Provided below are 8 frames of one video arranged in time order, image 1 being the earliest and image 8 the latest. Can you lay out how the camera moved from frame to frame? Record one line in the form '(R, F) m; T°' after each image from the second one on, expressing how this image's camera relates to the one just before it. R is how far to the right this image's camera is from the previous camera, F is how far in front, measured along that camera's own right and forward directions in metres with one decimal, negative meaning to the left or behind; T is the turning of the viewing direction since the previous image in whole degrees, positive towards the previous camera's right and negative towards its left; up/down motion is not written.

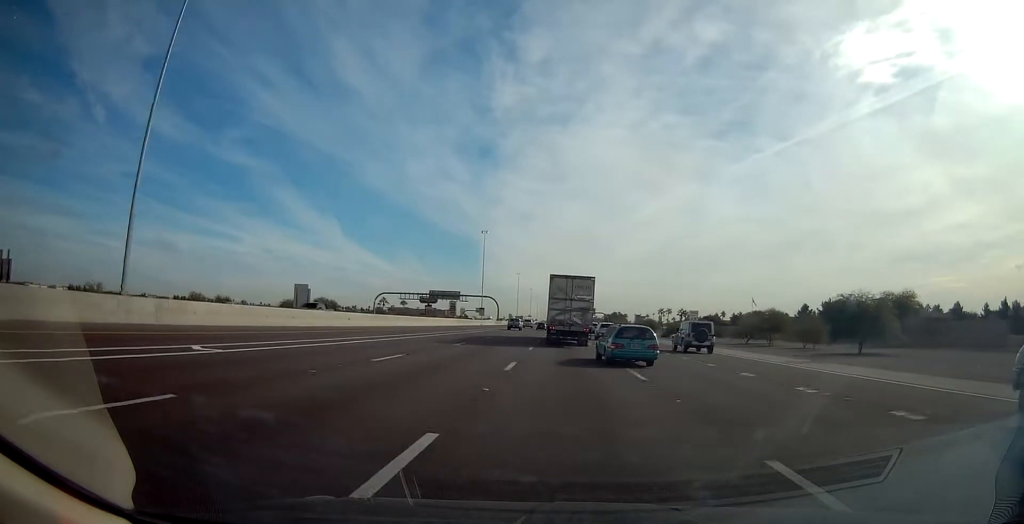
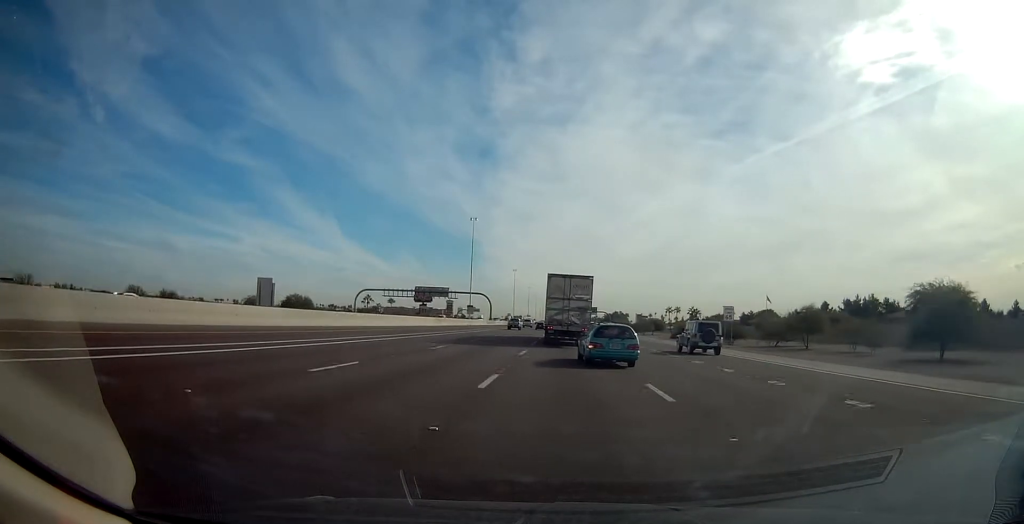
(-0.5, +16.0) m; +1°
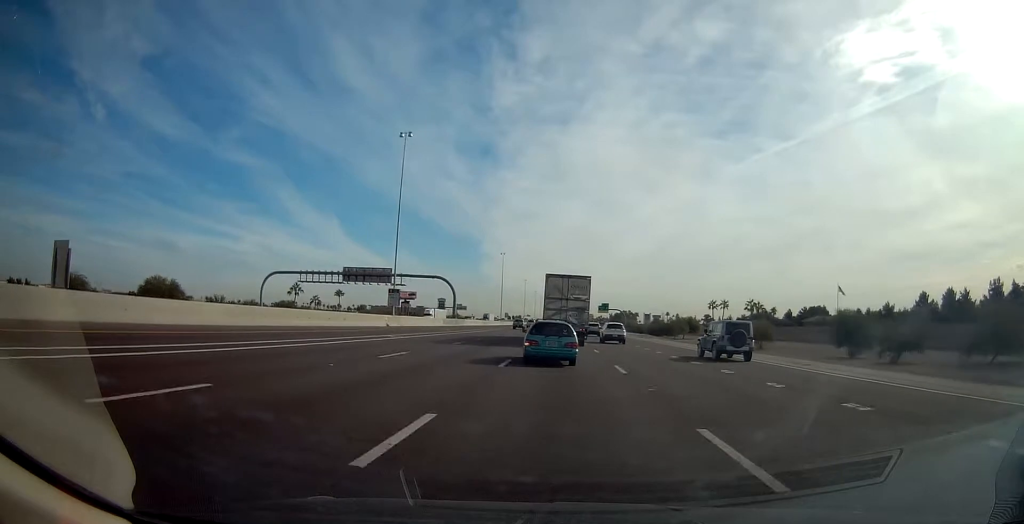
(+2.0, +54.5) m; +3°
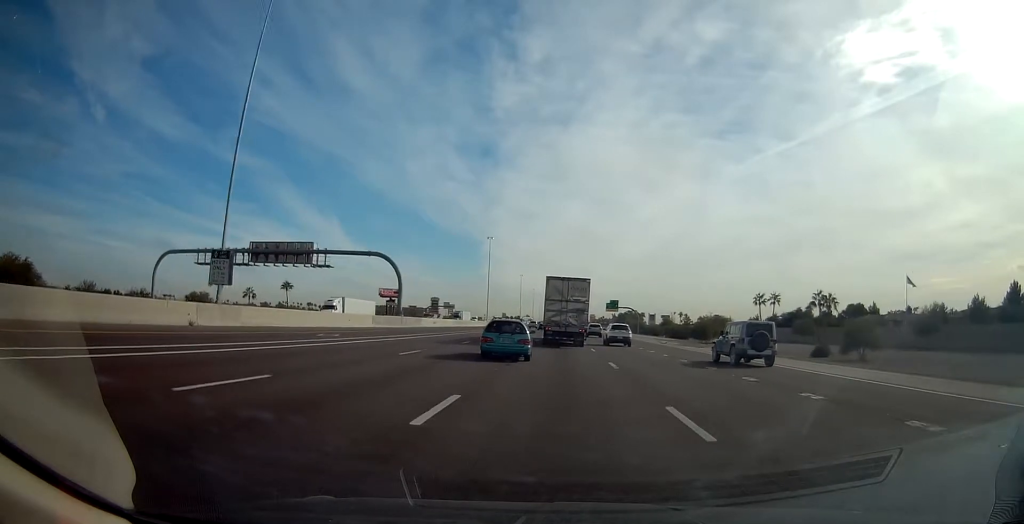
(+0.3, +33.8) m; -2°
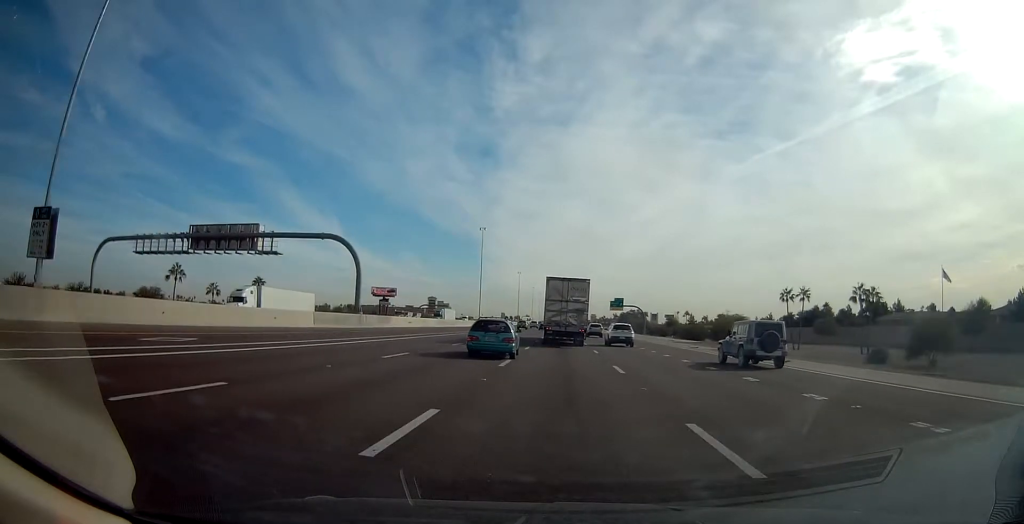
(-0.6, +13.5) m; -1°
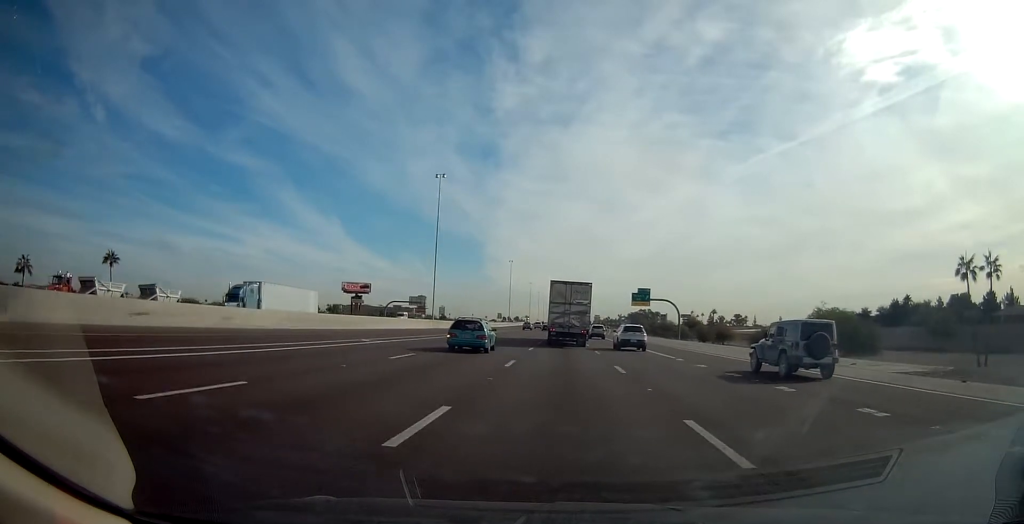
(-0.4, +47.0) m; +1°
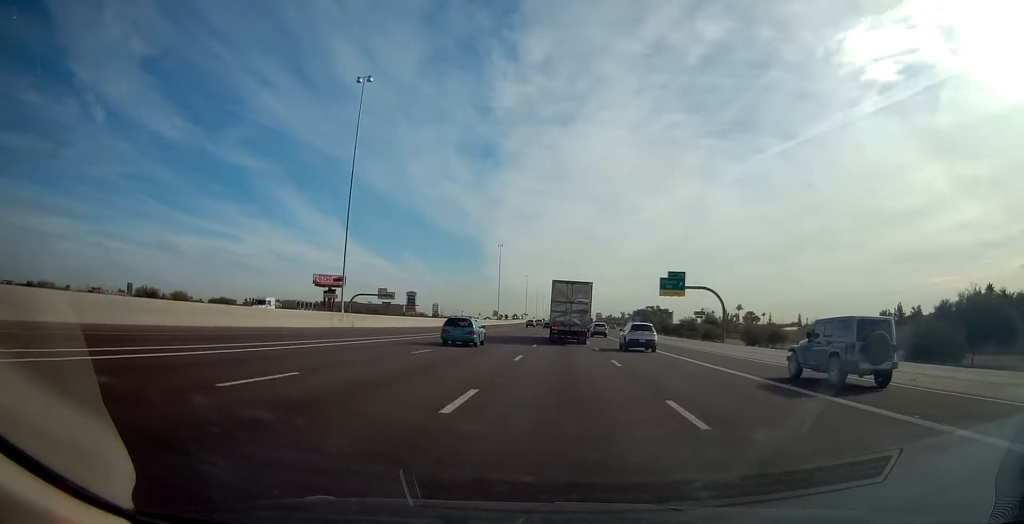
(+0.6, +33.7) m; +1°
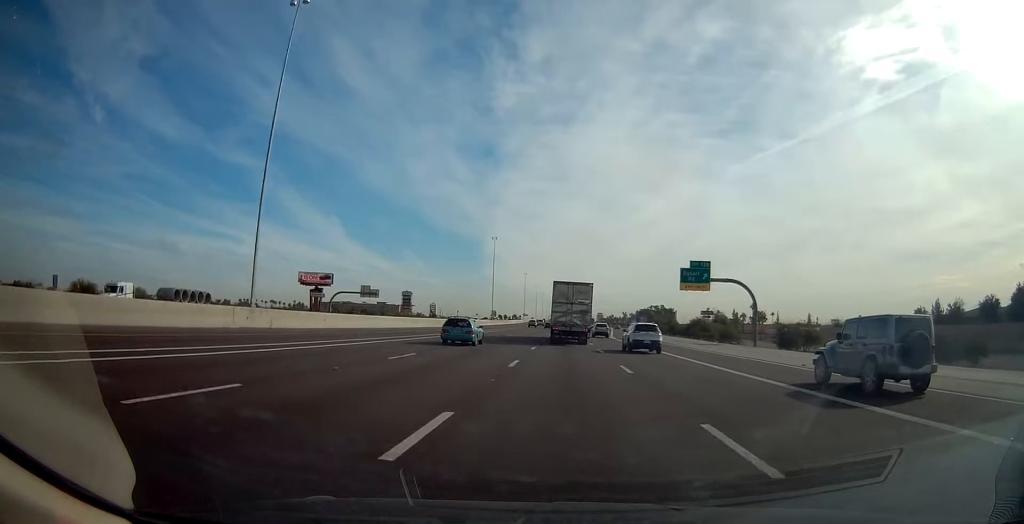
(0.0, +14.6) m; 0°
